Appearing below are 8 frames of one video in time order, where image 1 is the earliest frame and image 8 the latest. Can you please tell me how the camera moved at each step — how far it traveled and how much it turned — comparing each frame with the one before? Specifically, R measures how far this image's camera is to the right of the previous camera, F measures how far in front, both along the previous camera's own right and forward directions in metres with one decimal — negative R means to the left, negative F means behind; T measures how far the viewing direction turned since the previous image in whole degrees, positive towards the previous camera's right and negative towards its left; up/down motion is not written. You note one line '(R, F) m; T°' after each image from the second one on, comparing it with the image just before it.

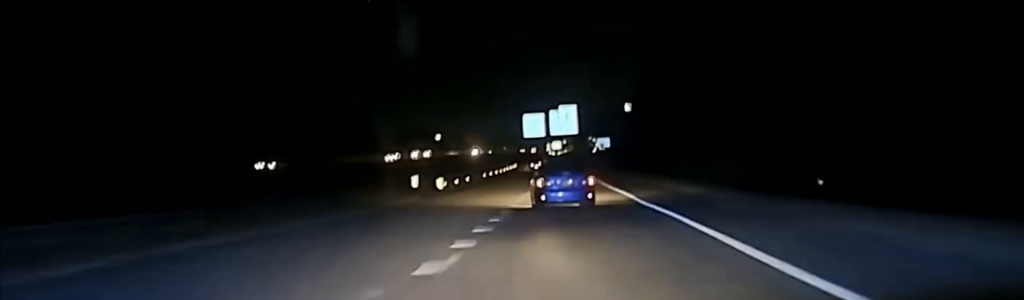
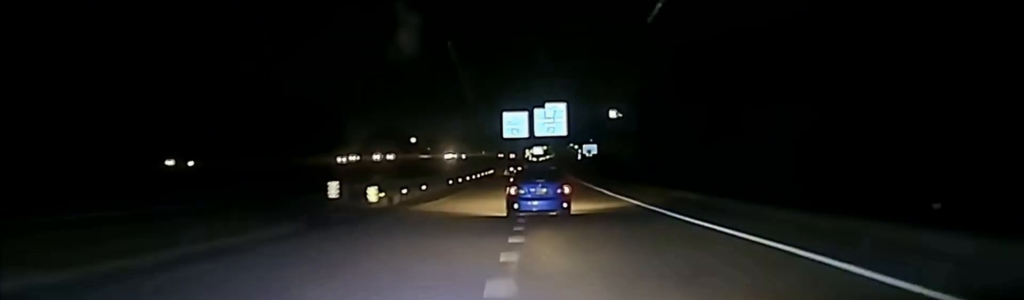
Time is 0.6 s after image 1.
(+1.0, +22.8) m; +4°
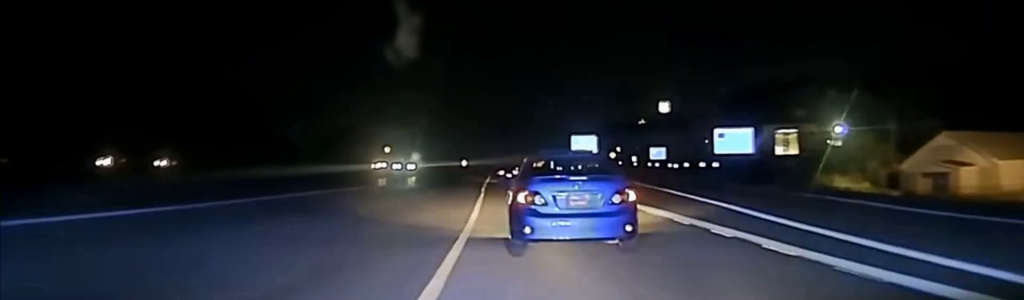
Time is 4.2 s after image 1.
(+9.0, +148.1) m; +3°
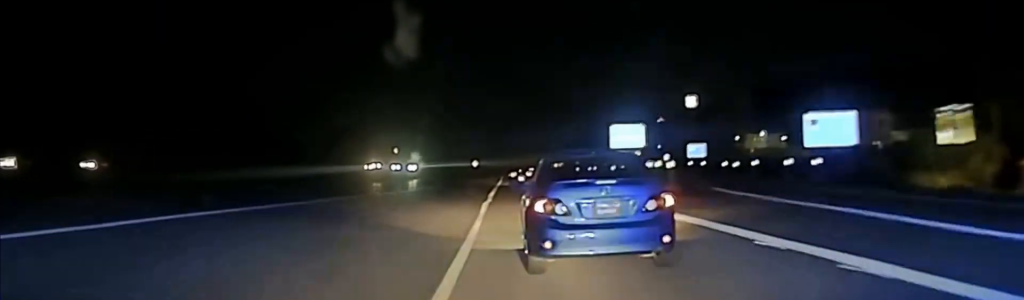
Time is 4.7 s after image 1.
(-0.1, +20.8) m; 0°
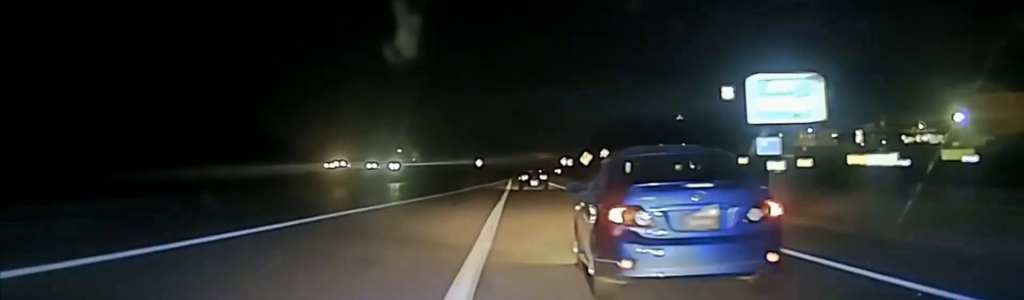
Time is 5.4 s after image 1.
(0.0, +35.3) m; 0°
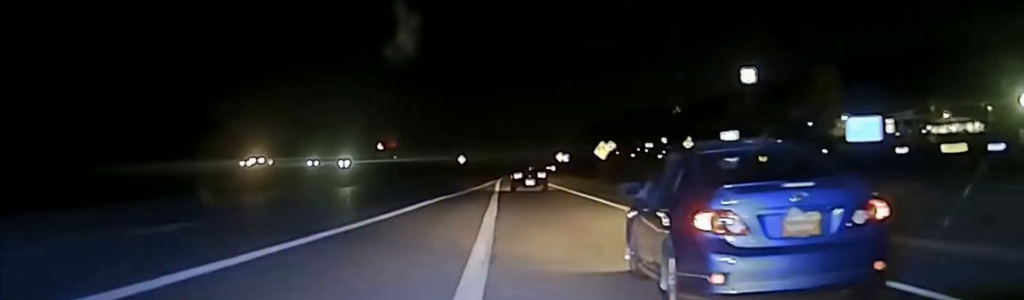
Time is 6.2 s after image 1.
(-0.1, +33.7) m; 0°
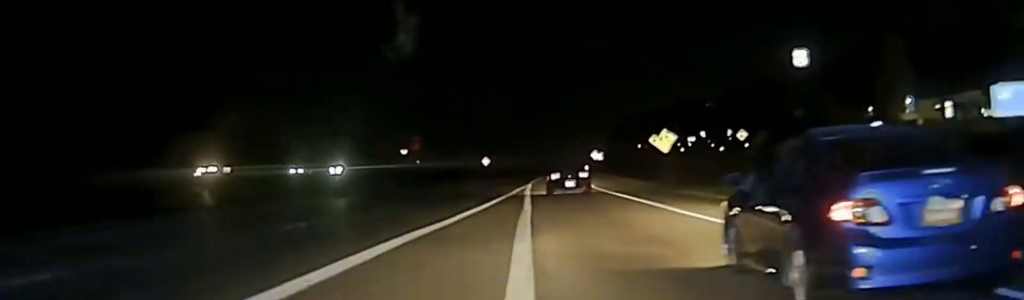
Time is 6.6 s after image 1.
(-0.1, +20.2) m; 0°
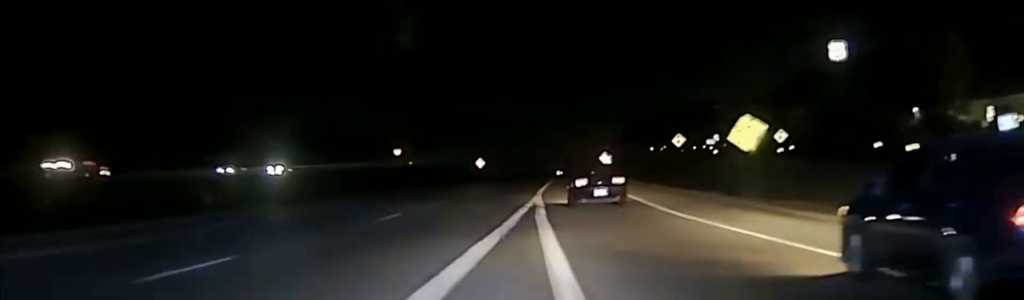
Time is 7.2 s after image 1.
(-0.1, +24.7) m; 0°
